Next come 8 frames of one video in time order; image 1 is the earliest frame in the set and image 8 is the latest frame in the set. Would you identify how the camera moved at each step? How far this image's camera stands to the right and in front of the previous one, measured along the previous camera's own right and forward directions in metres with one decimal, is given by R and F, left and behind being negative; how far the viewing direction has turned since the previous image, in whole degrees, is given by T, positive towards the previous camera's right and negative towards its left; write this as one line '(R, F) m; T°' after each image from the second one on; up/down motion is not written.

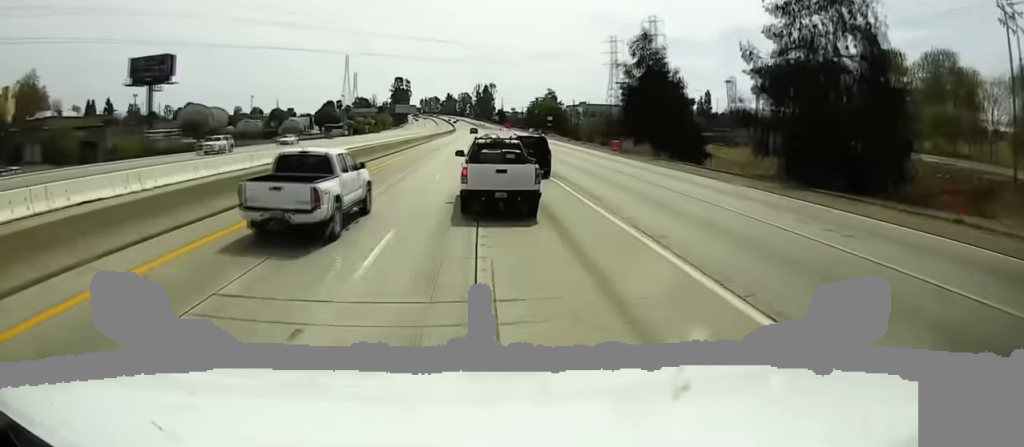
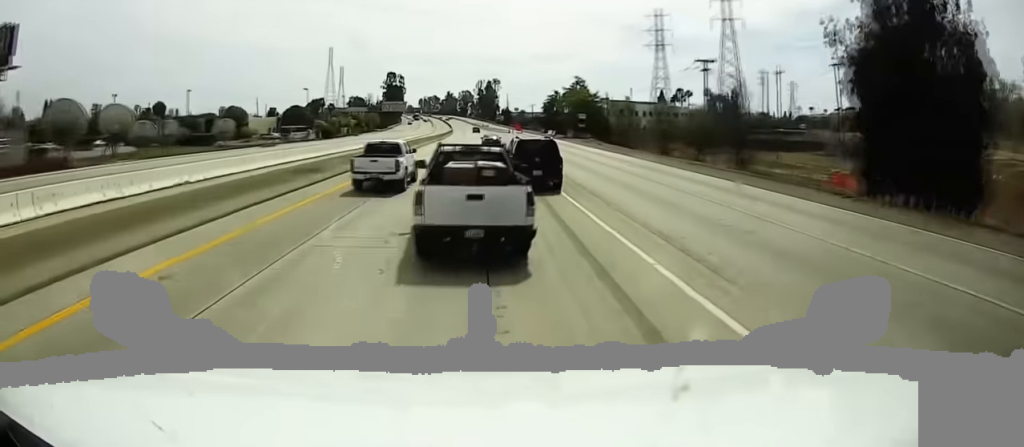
(-0.2, +37.8) m; 0°
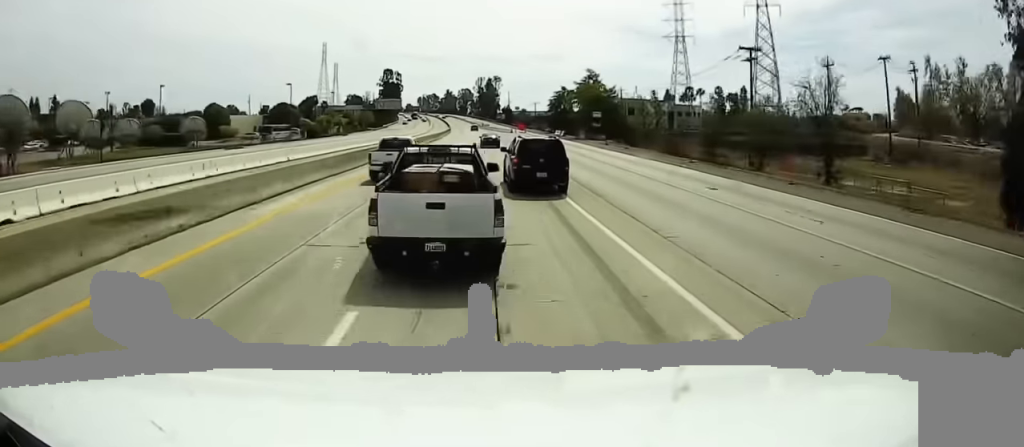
(0.0, +12.0) m; 0°
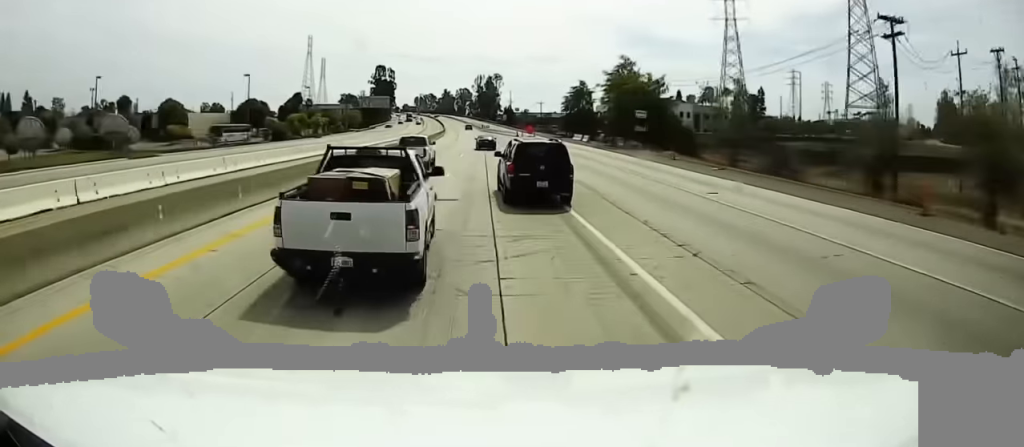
(0.0, +22.1) m; 0°
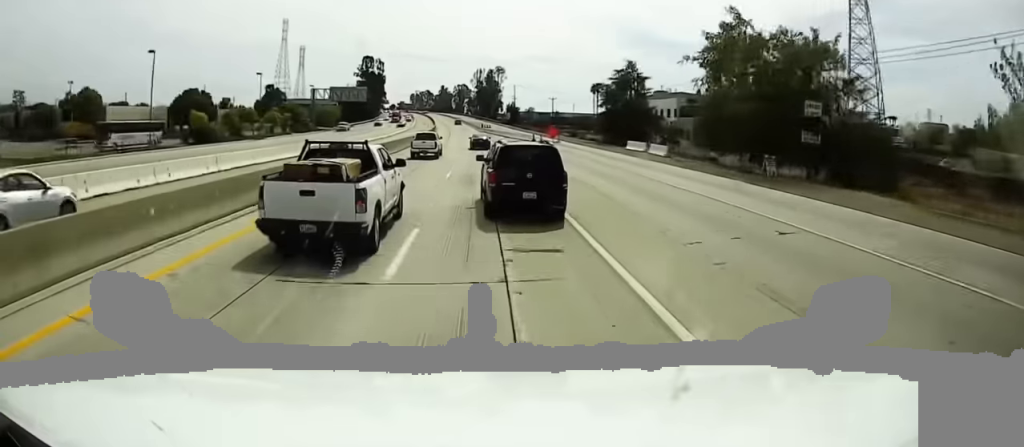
(0.0, +31.5) m; 0°
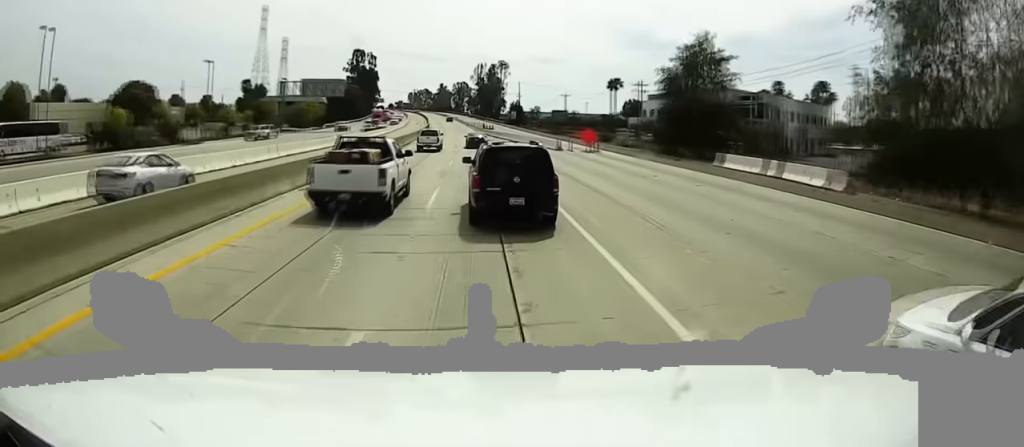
(+0.1, +21.8) m; 0°
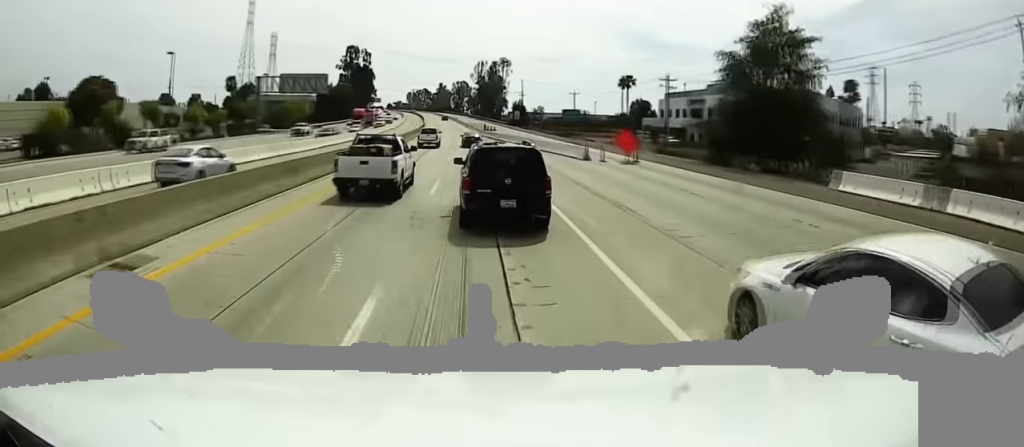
(+0.1, +12.0) m; 0°
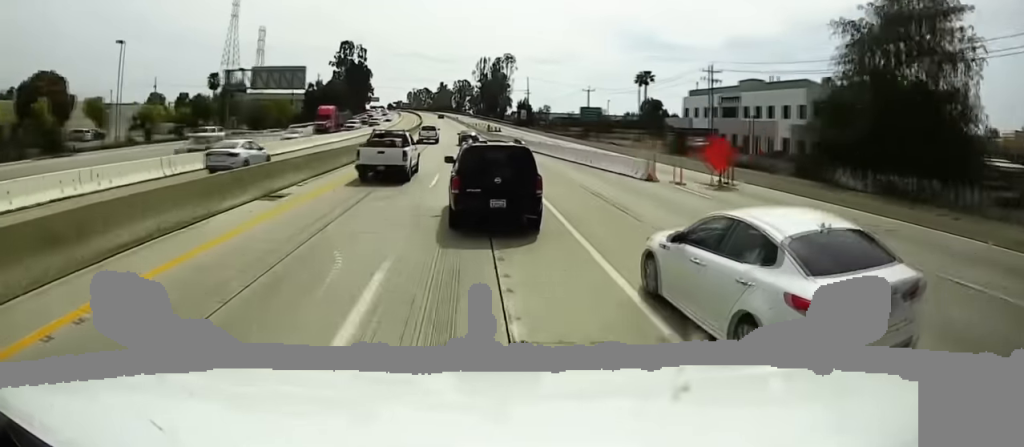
(0.0, +13.2) m; 0°
